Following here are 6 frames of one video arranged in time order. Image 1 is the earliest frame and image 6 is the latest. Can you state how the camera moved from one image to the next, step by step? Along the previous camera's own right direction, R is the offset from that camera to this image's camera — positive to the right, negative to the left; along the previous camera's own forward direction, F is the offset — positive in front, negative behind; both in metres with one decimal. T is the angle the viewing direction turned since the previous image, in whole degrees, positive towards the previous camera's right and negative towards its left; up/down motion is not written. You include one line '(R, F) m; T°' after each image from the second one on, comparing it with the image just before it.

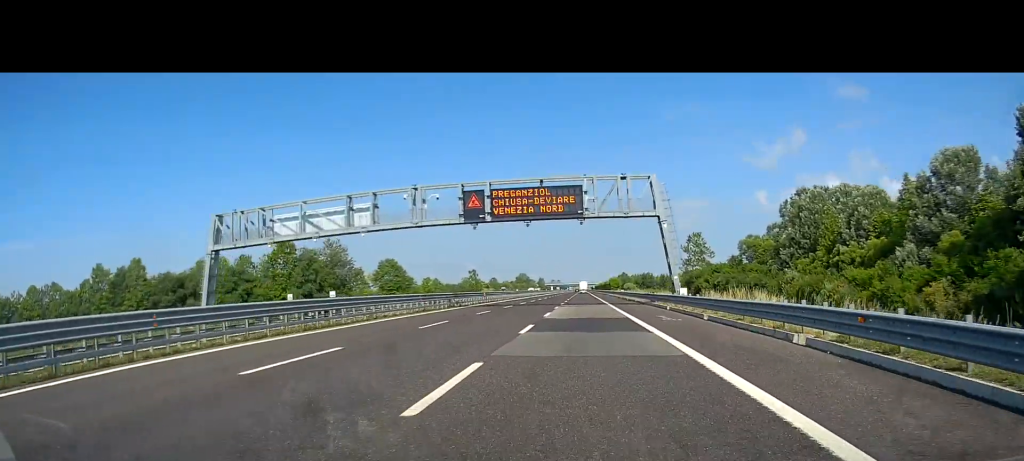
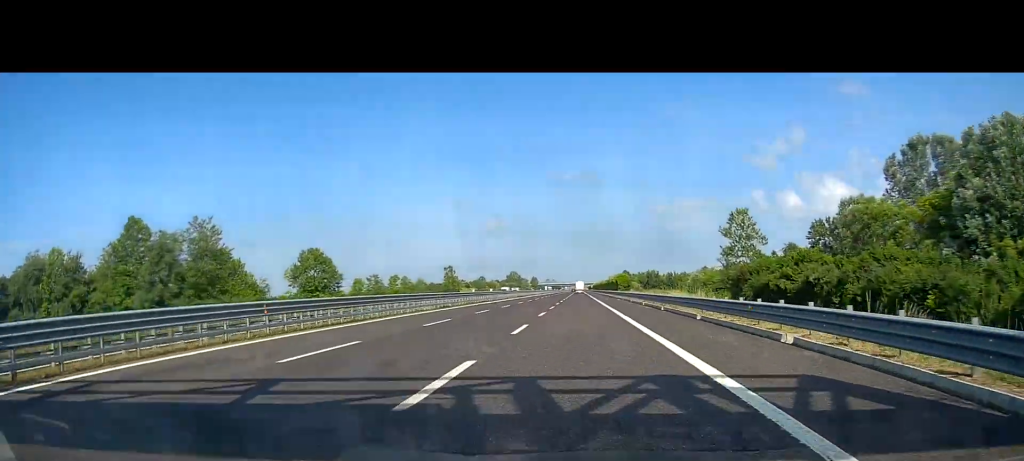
(+0.5, +47.1) m; 0°
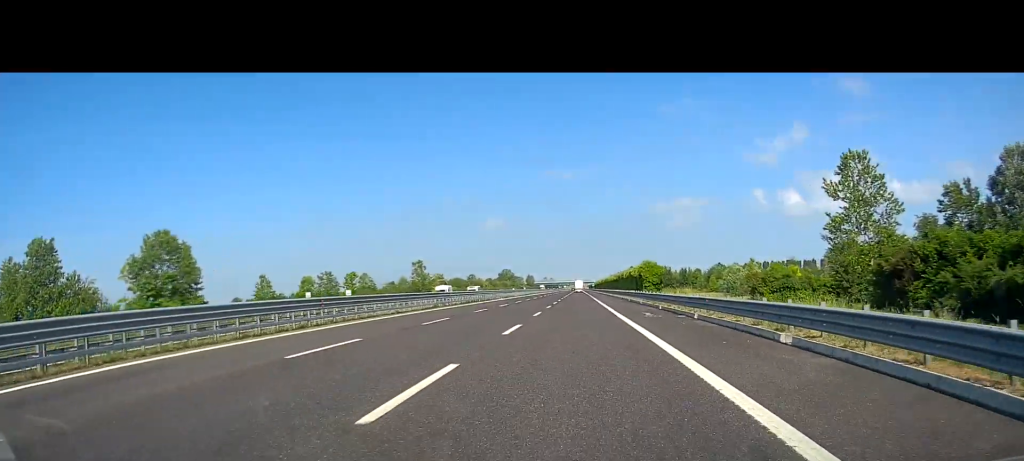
(-0.5, +47.8) m; -1°
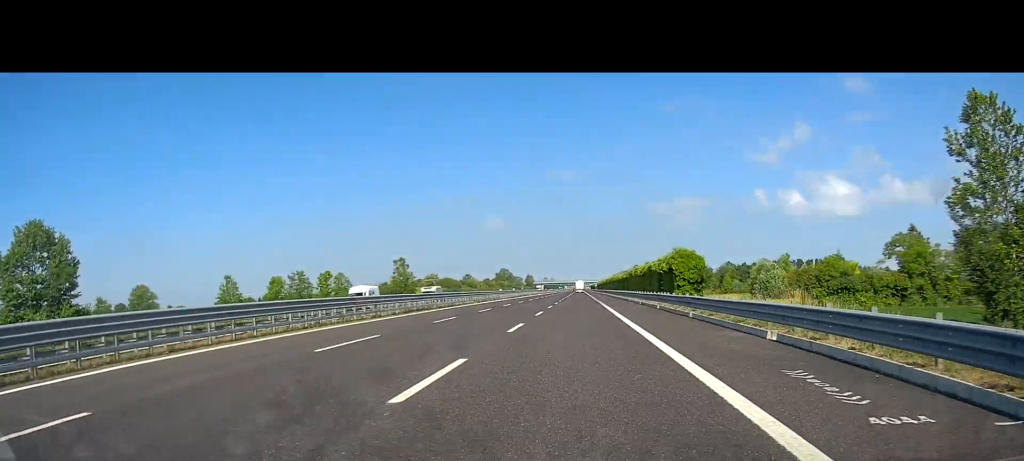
(0.0, +22.6) m; 0°
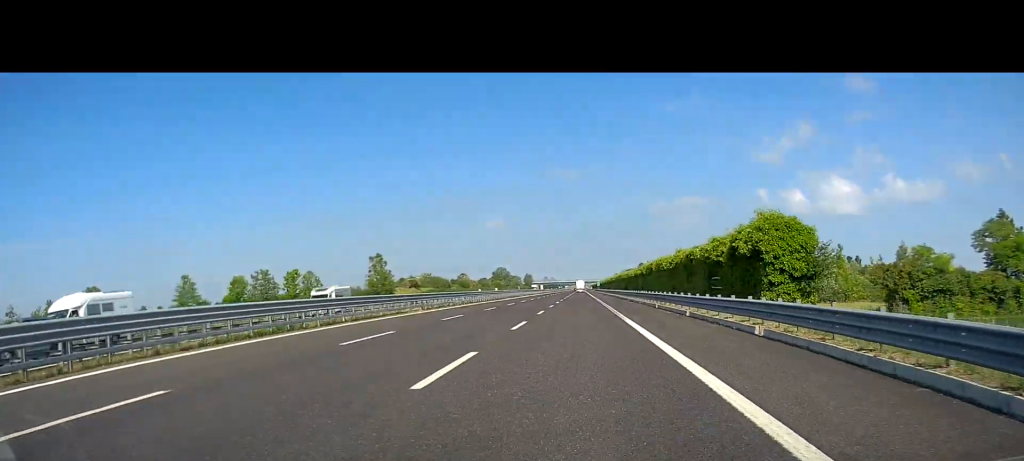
(0.0, +22.7) m; +1°
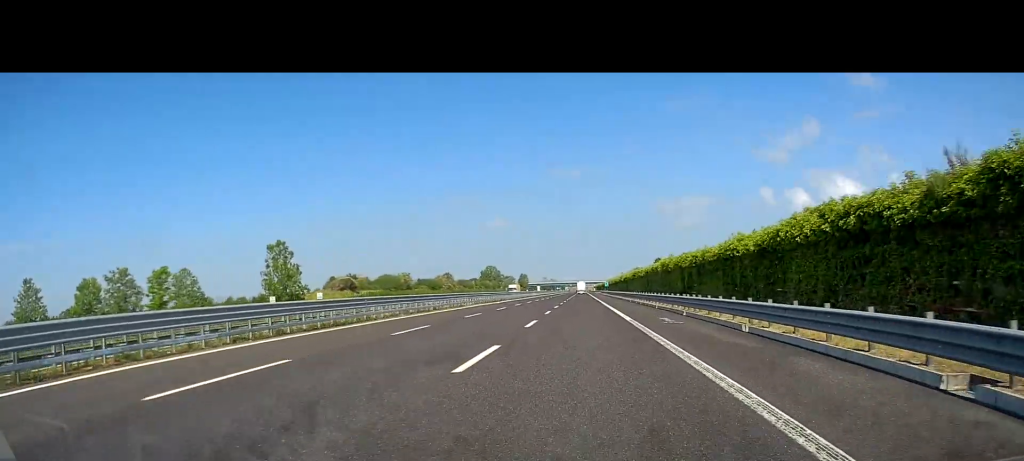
(-0.2, +56.8) m; -1°
